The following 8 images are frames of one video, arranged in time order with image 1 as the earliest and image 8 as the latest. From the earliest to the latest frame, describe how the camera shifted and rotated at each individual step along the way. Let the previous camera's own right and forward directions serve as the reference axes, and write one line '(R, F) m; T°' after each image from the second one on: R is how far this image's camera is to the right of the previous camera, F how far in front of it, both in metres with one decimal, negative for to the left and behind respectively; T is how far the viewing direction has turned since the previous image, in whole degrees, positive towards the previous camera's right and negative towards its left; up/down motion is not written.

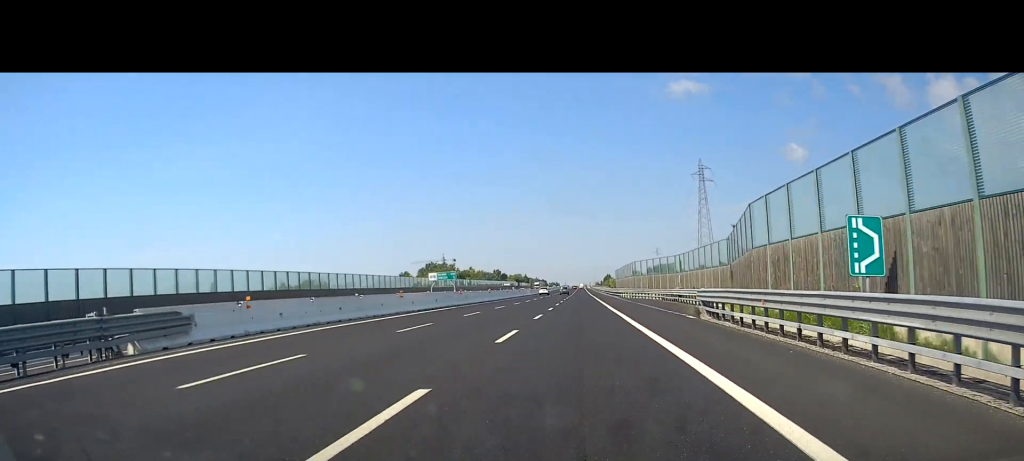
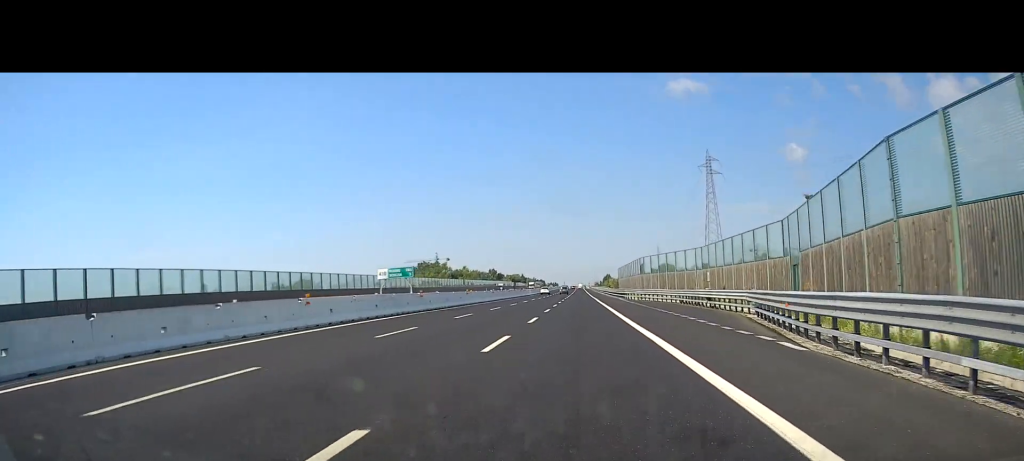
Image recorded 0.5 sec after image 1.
(+0.1, +14.1) m; 0°
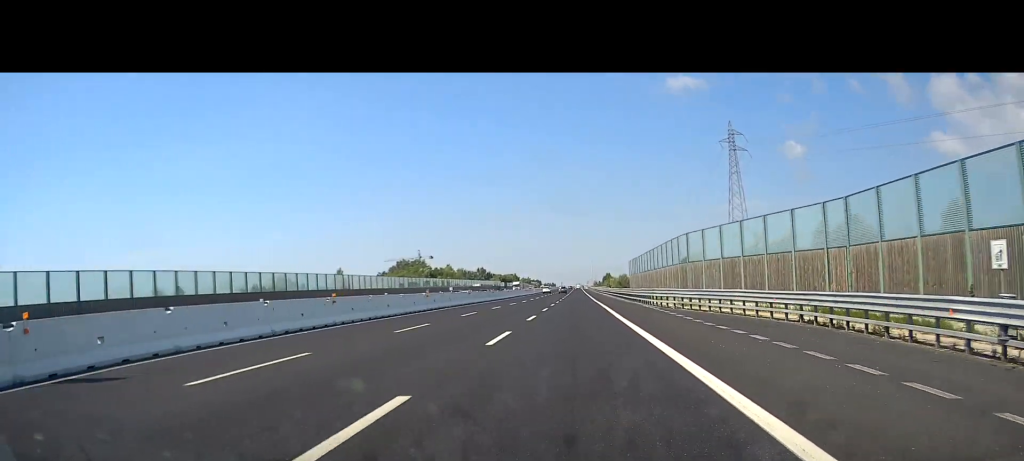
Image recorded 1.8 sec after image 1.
(+0.2, +33.6) m; -1°
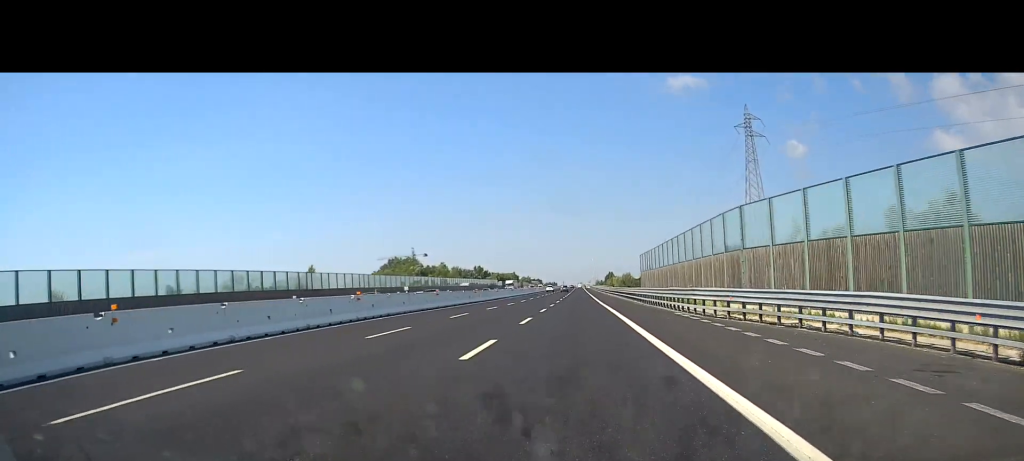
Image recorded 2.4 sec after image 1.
(-0.2, +15.1) m; -1°
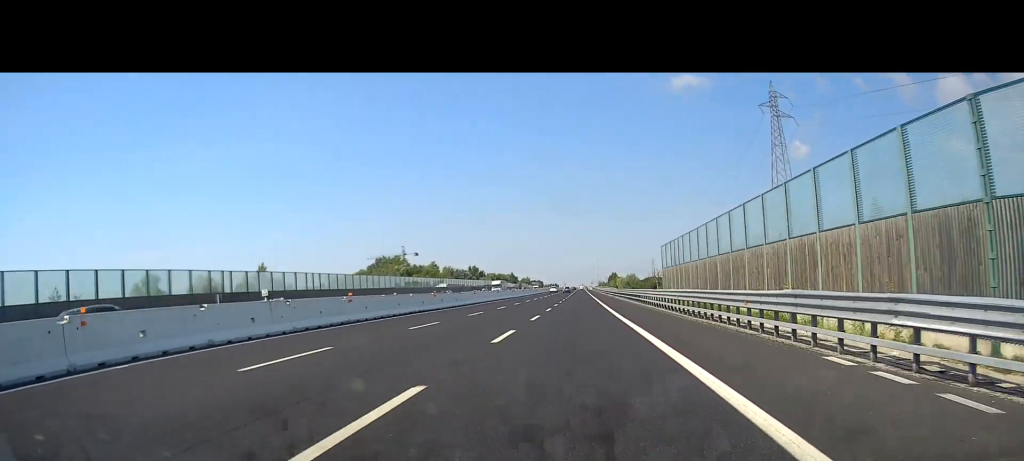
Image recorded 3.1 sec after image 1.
(-0.3, +19.5) m; -1°
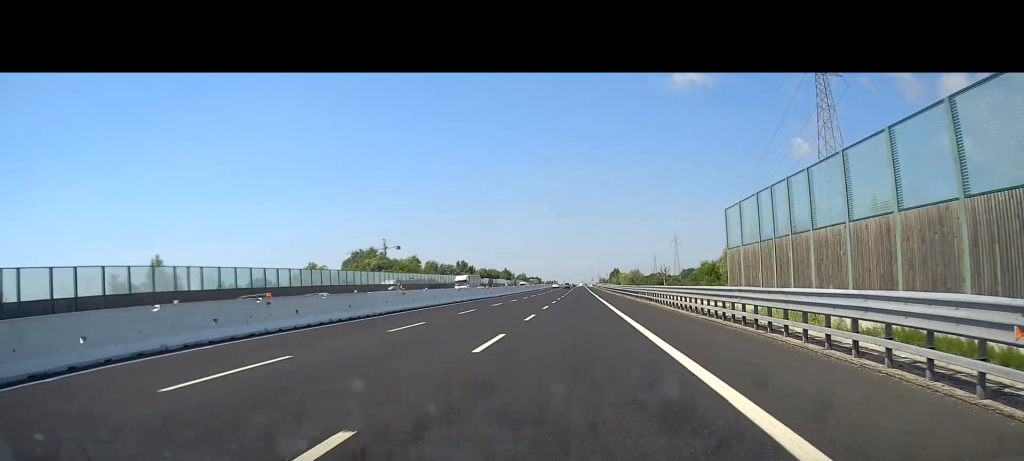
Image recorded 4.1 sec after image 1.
(+0.1, +26.6) m; 0°
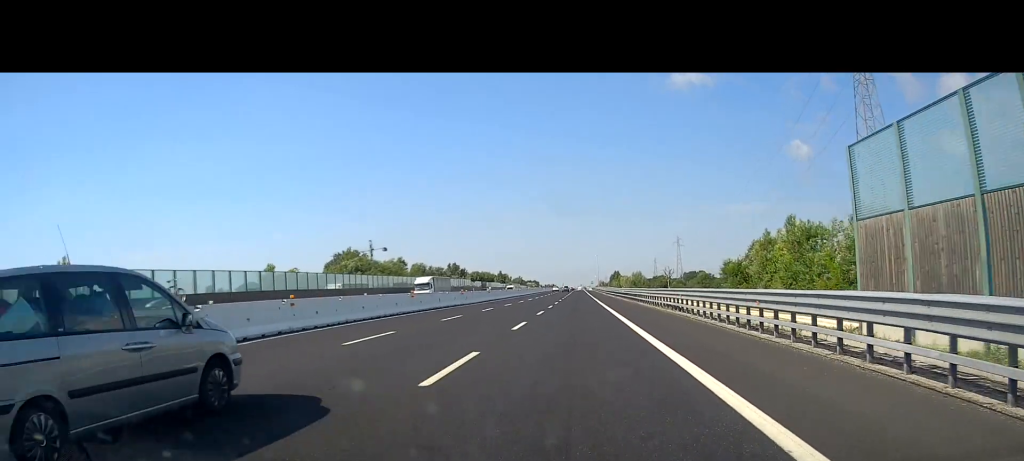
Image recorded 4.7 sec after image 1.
(0.0, +15.9) m; 0°
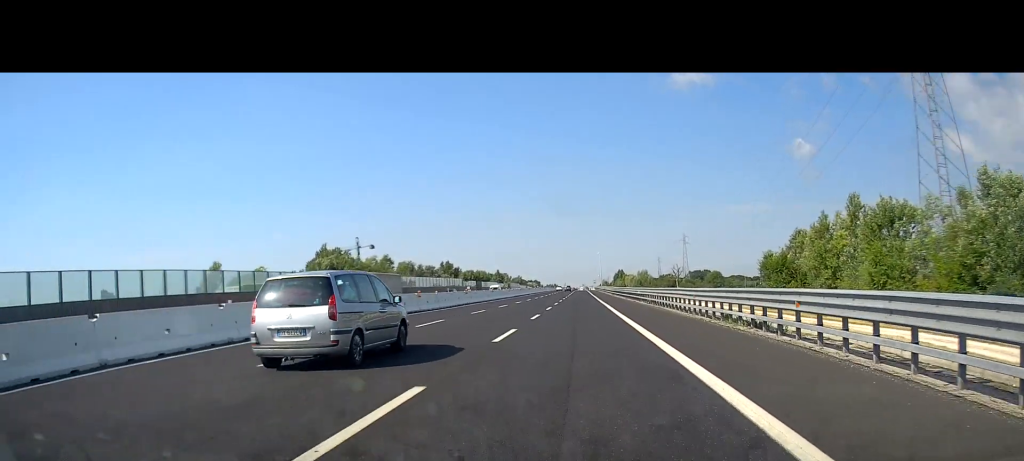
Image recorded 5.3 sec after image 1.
(0.0, +16.8) m; 0°
